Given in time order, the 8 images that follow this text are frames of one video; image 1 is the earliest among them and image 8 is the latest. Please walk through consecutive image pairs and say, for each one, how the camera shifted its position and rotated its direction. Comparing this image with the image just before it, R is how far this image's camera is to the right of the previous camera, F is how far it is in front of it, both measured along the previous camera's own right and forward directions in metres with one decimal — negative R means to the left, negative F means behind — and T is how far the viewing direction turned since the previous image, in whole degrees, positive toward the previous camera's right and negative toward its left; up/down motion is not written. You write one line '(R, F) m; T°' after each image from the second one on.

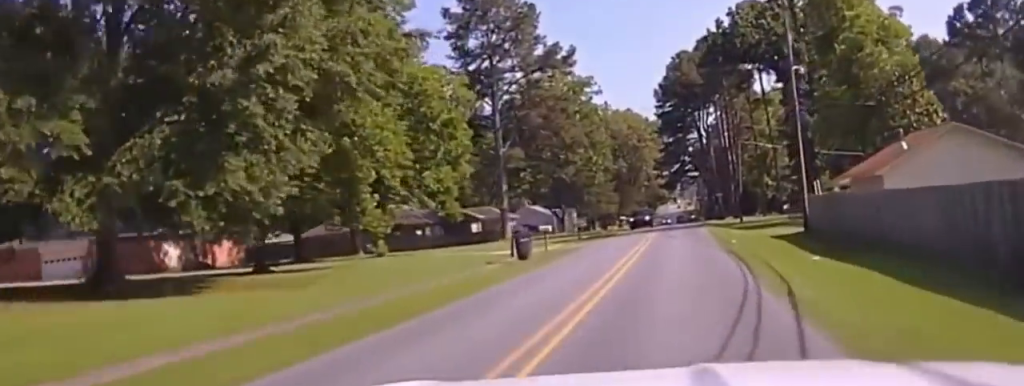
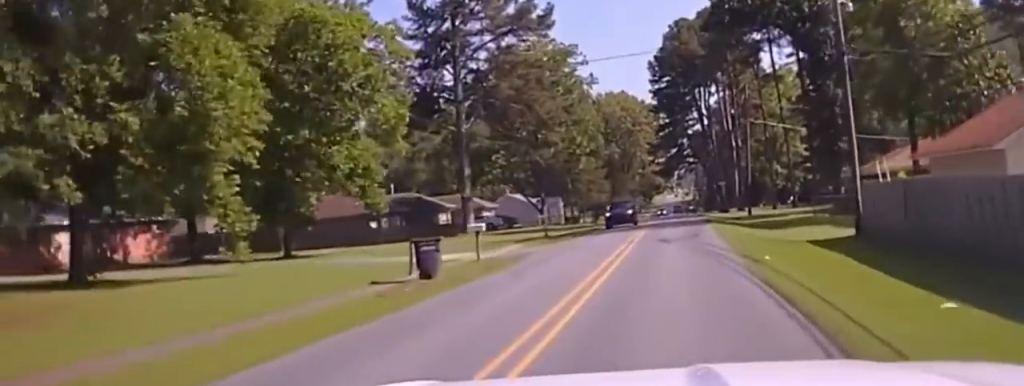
(0.0, +12.3) m; 0°
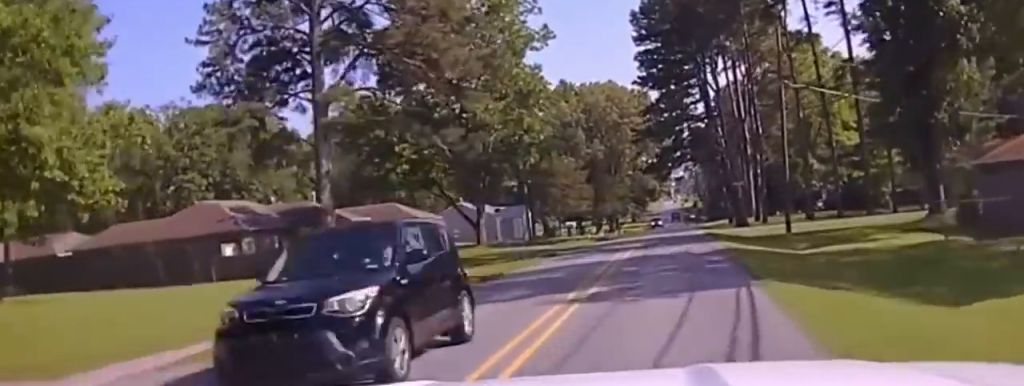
(+0.2, +26.3) m; 0°
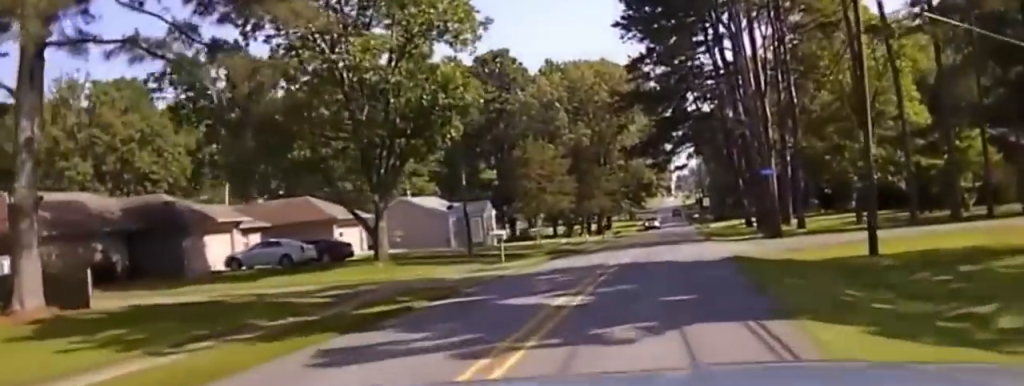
(0.0, +20.2) m; 0°
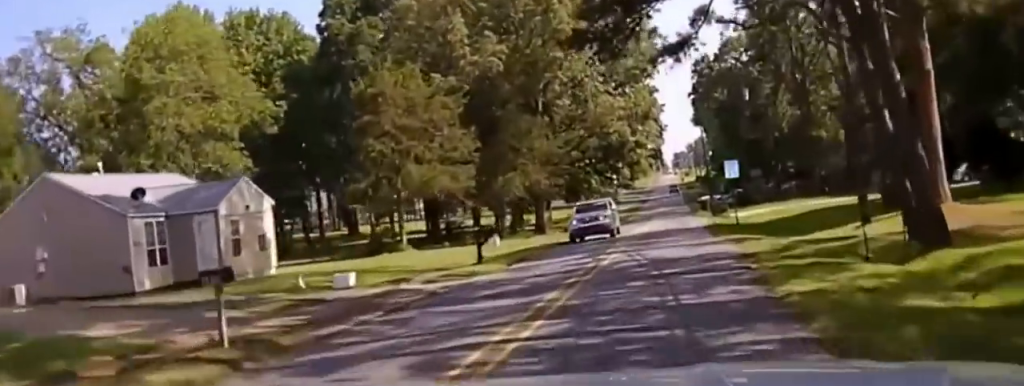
(0.0, +45.5) m; 0°
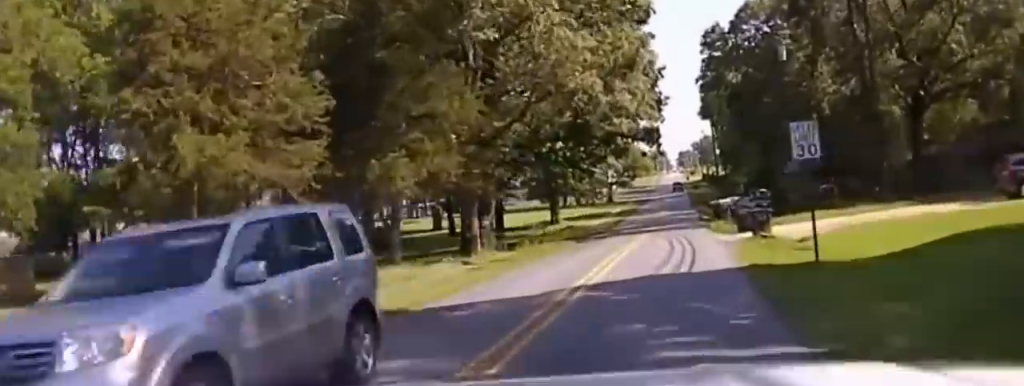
(0.0, +22.5) m; 0°
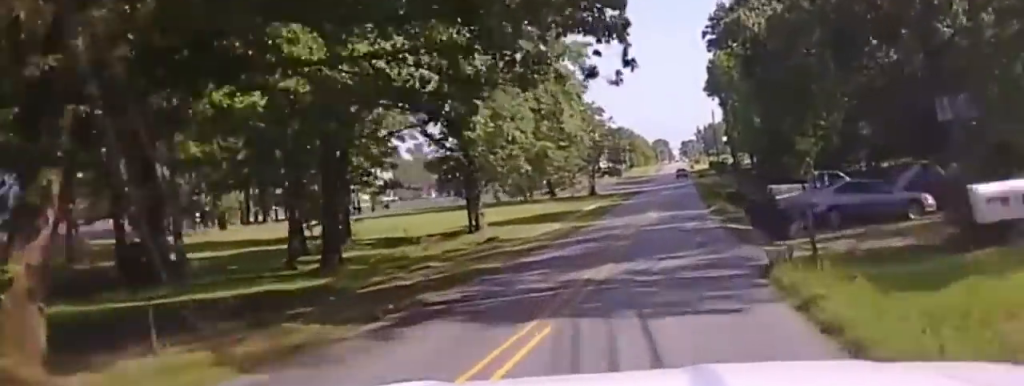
(-0.1, +33.9) m; 0°
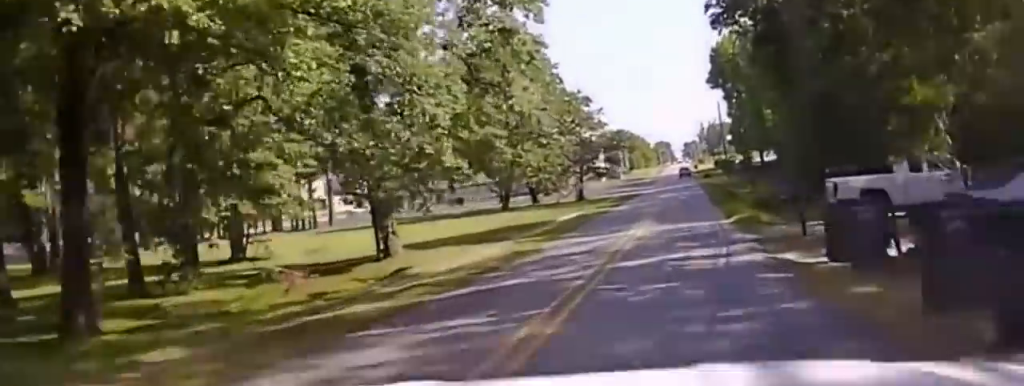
(0.0, +16.3) m; 0°
